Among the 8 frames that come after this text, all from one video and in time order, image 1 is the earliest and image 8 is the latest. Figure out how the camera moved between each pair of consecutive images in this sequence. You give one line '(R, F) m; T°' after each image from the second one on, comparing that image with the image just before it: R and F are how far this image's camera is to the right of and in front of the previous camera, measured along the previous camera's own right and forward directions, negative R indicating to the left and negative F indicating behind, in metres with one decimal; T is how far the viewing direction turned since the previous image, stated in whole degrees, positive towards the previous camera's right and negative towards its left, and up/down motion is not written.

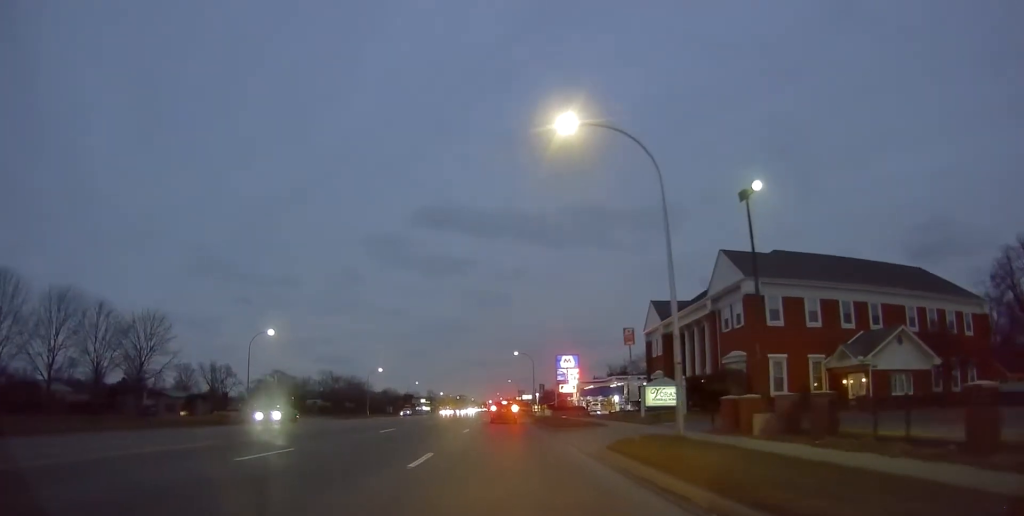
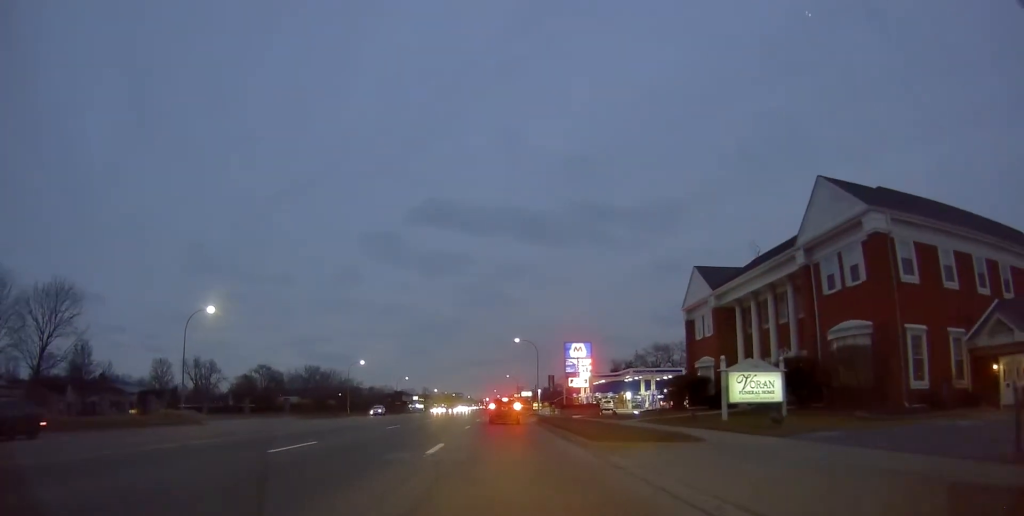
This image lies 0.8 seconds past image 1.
(0.0, +13.8) m; 0°
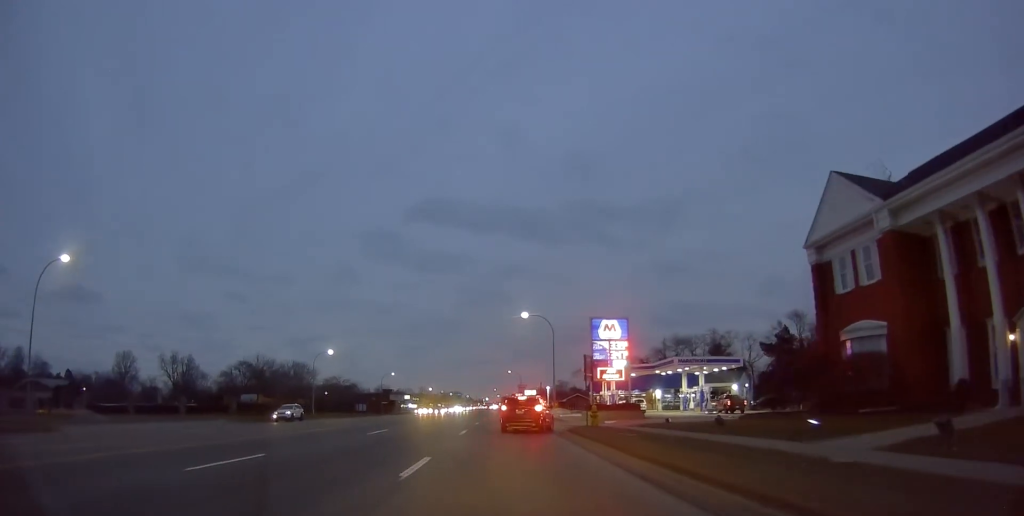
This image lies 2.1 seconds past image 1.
(0.0, +21.4) m; 0°
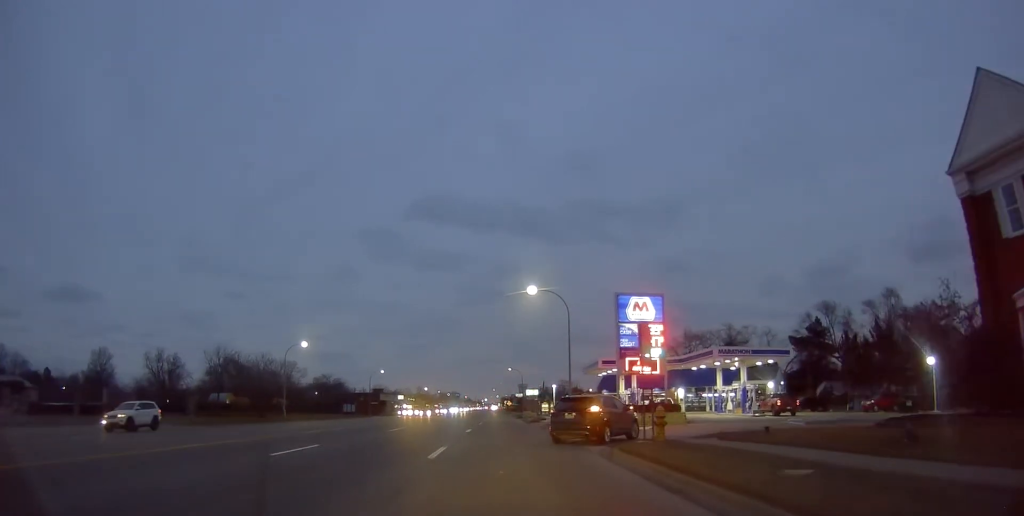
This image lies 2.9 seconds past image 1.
(0.0, +12.6) m; 0°
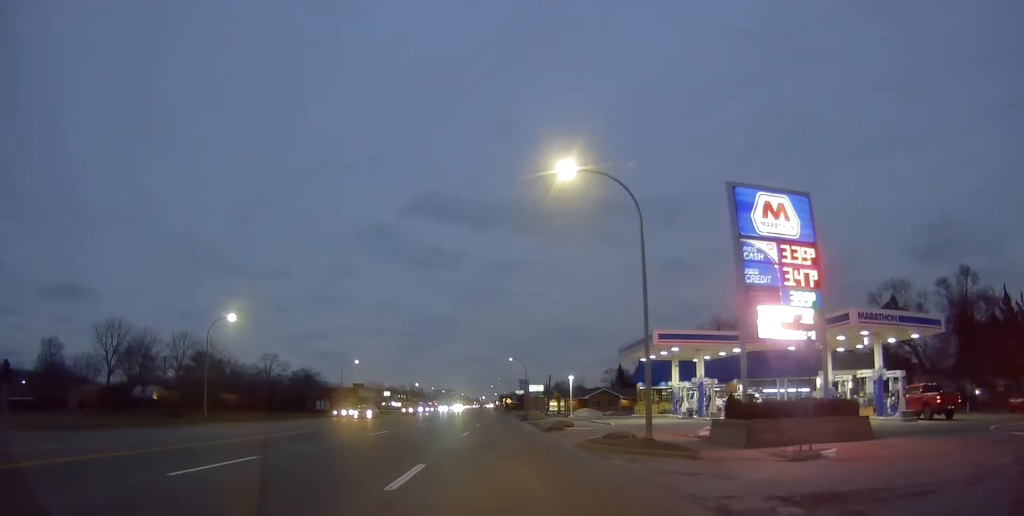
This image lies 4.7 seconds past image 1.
(0.0, +21.2) m; 0°
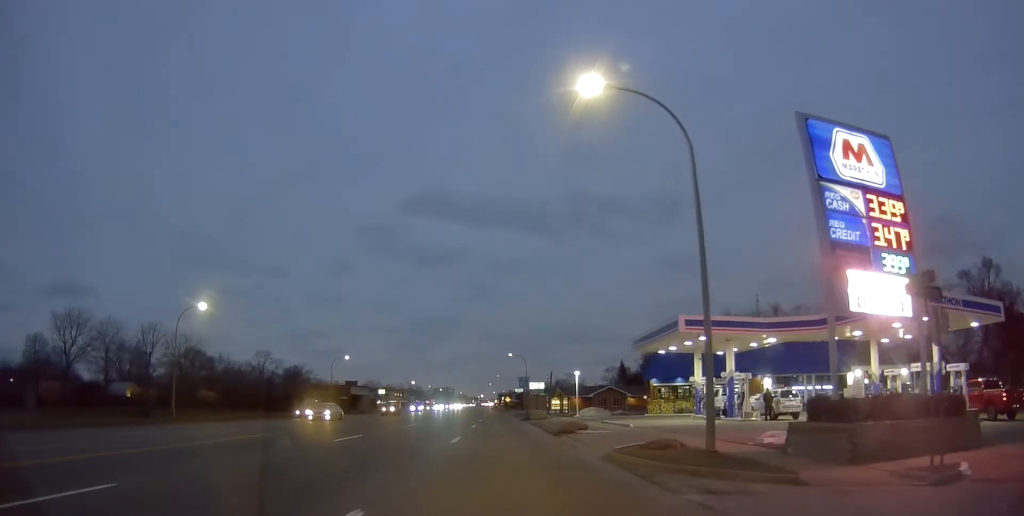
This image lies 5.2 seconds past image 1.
(0.0, +5.7) m; +1°
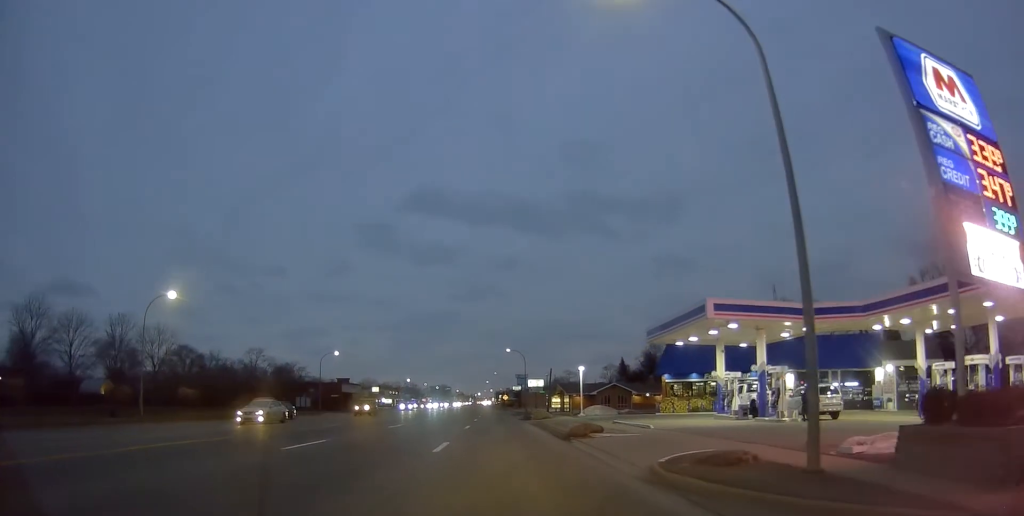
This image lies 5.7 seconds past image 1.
(-0.1, +5.1) m; +2°
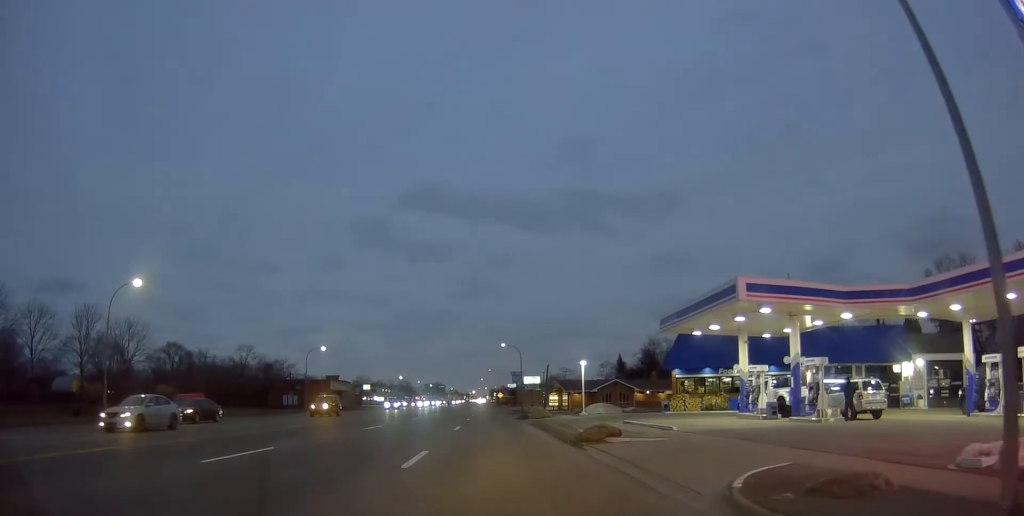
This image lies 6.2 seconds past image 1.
(+0.2, +4.5) m; +3°
